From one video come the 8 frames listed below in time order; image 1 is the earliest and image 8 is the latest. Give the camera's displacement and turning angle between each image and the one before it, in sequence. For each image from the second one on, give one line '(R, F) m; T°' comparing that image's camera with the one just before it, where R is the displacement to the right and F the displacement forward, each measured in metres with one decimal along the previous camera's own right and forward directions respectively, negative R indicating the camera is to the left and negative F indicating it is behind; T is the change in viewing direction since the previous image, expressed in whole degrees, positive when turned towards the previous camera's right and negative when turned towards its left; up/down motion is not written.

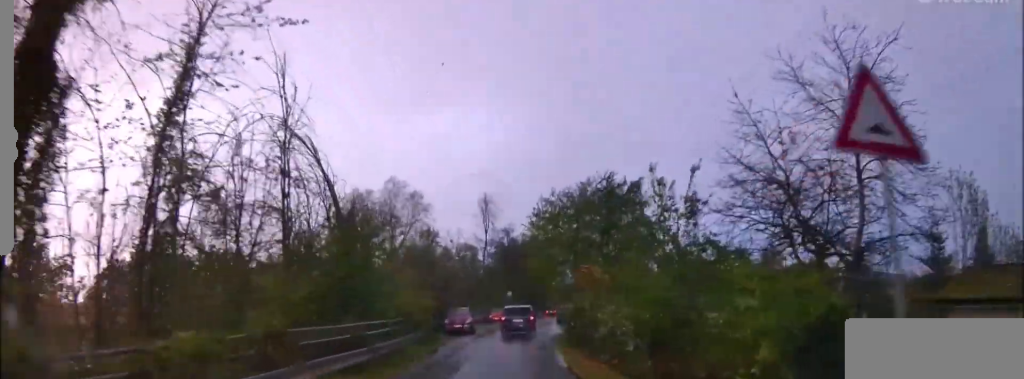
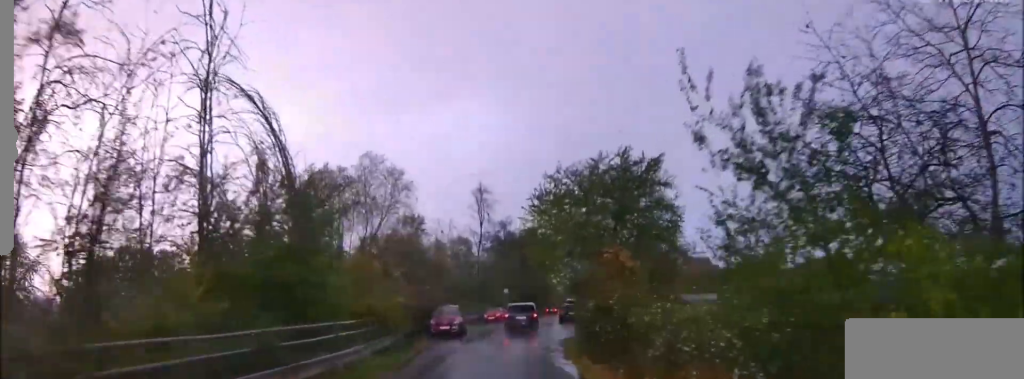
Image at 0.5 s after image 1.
(-0.2, +5.2) m; +1°
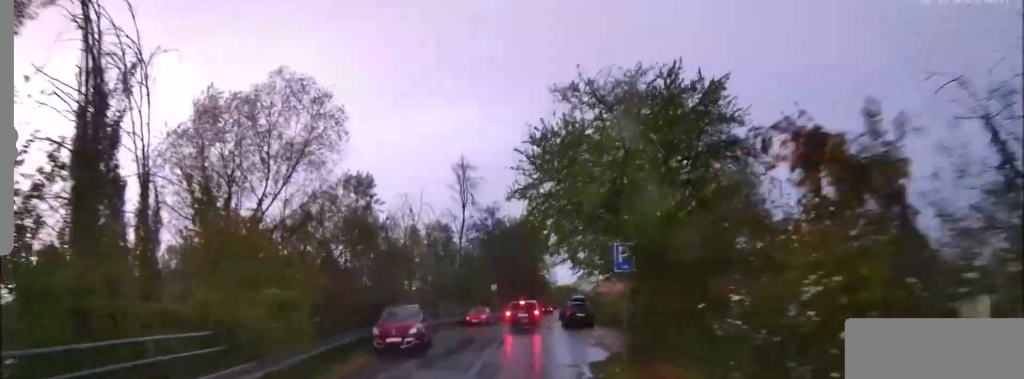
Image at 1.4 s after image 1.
(0.0, +10.6) m; +4°
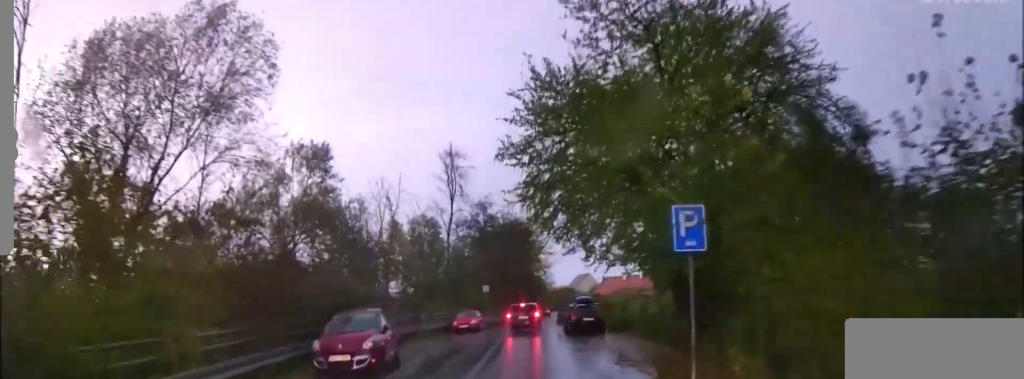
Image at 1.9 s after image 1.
(+0.5, +5.3) m; +2°
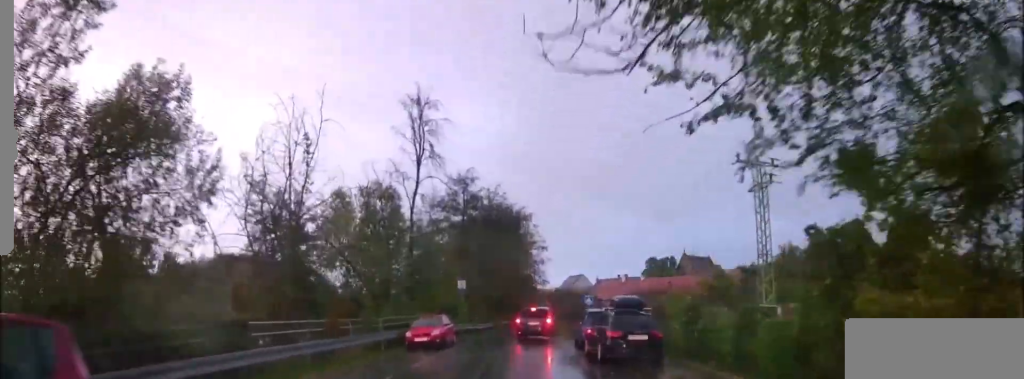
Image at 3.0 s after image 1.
(-0.2, +12.8) m; -6°
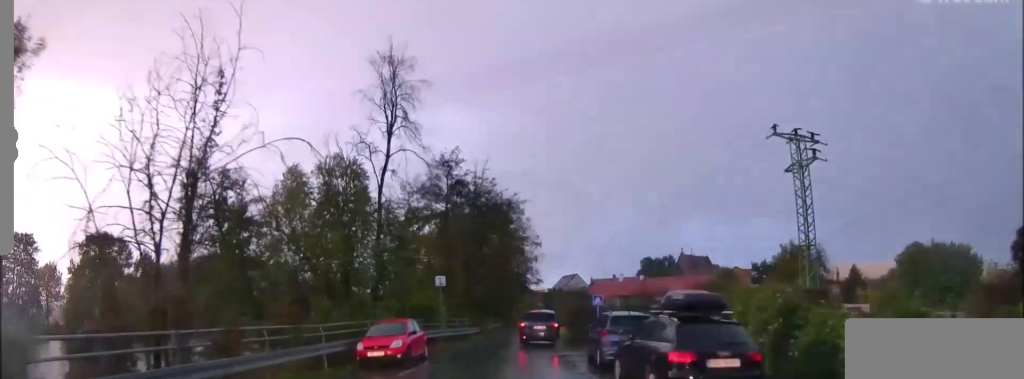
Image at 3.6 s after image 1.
(-0.5, +6.5) m; +6°
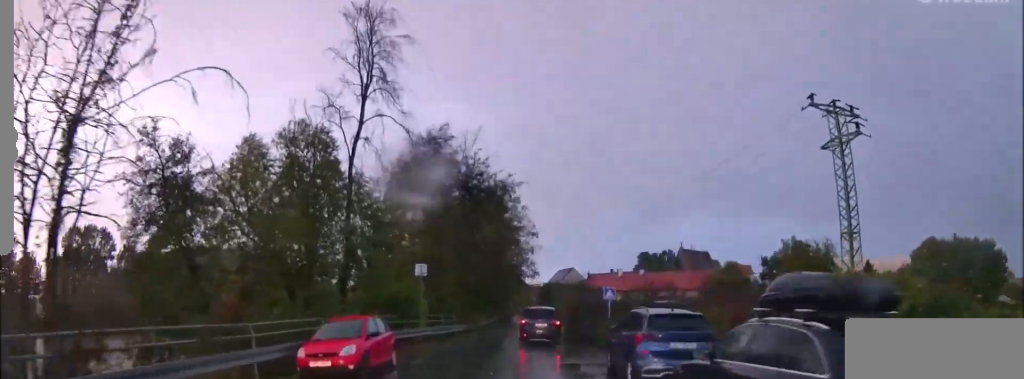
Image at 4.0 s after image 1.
(-0.9, +4.6) m; +5°
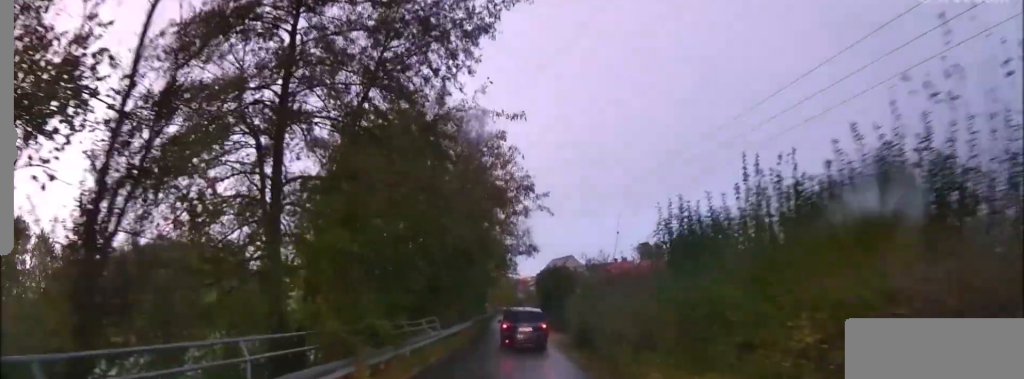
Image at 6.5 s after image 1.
(+0.9, +20.5) m; -7°
